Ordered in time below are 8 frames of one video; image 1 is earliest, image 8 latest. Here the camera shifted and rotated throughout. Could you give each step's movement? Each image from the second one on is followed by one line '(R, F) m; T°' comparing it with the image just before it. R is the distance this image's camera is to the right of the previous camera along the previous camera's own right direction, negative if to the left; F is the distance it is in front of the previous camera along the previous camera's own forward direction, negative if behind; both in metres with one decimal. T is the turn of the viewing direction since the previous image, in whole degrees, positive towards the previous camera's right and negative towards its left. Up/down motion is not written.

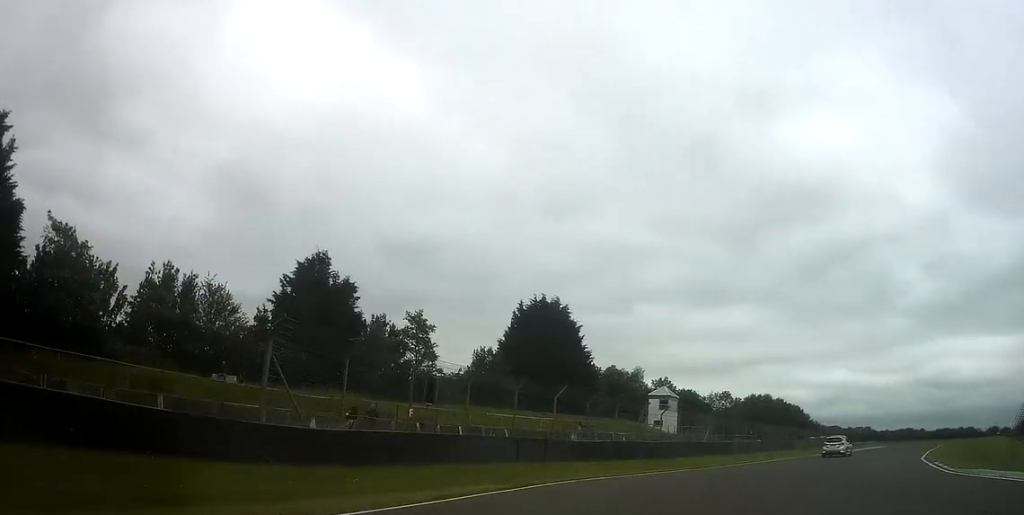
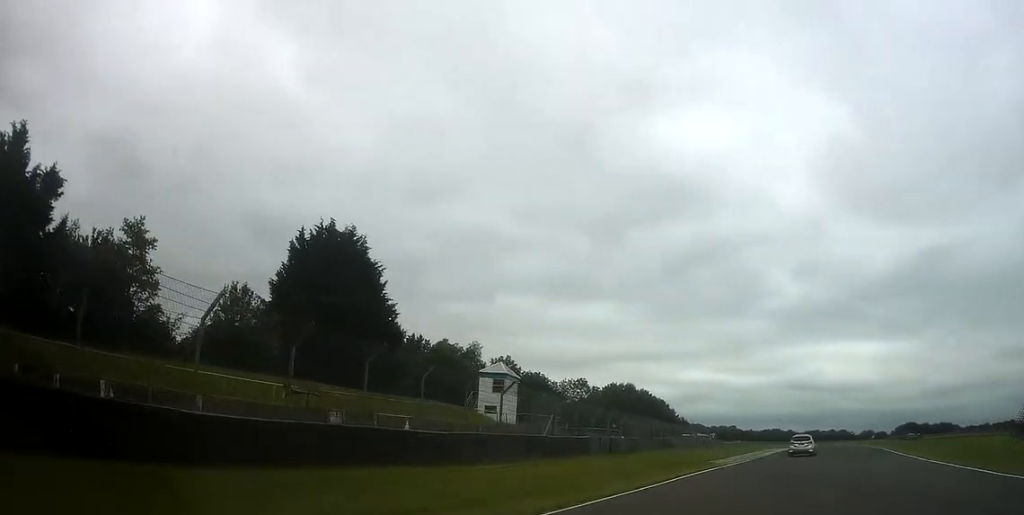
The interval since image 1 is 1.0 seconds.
(+1.7, +24.8) m; +8°
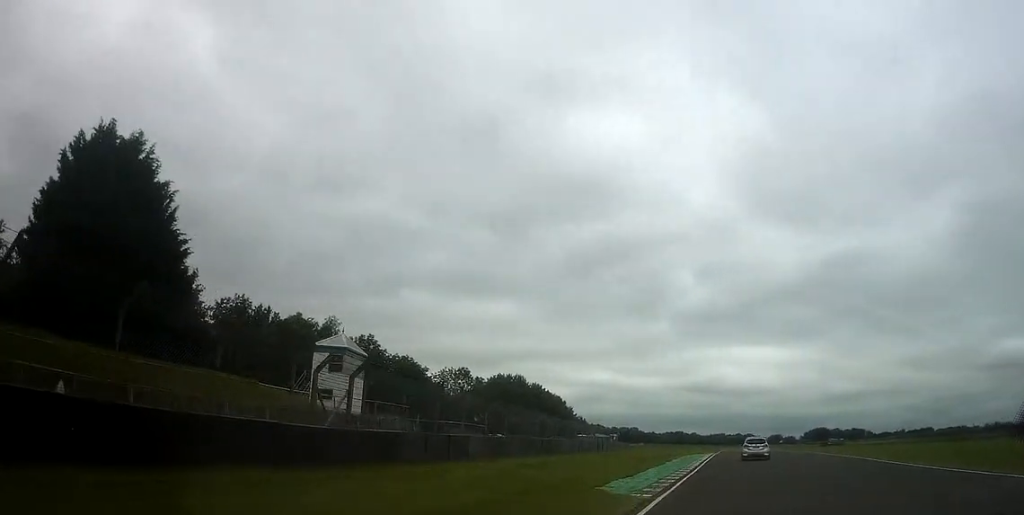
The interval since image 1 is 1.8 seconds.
(+0.7, +19.0) m; +5°
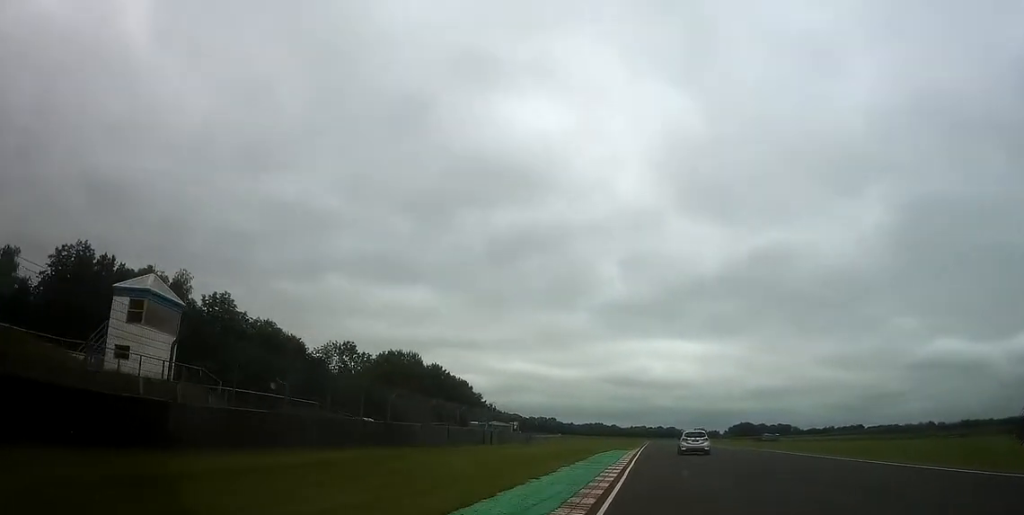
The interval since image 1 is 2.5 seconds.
(+1.1, +17.3) m; +4°
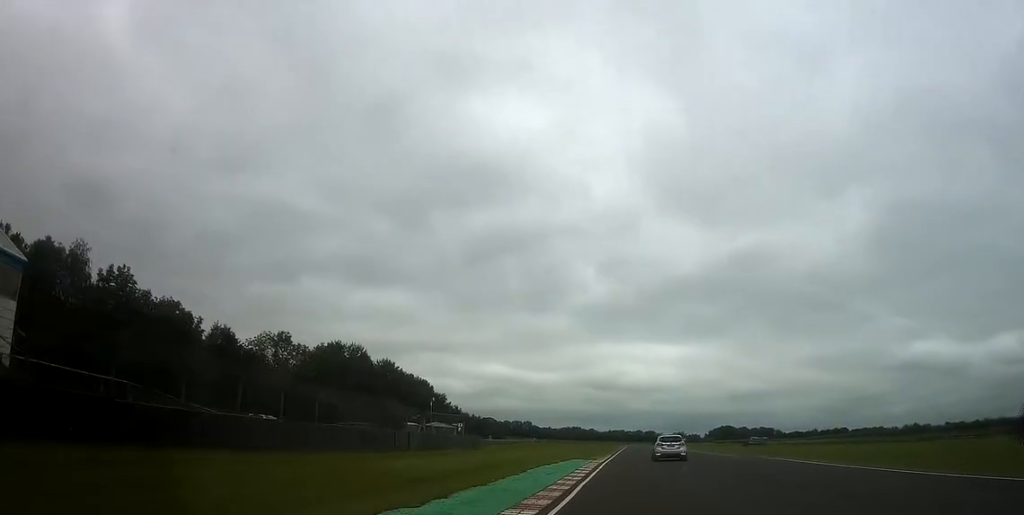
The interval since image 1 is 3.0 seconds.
(+0.3, +12.9) m; +3°
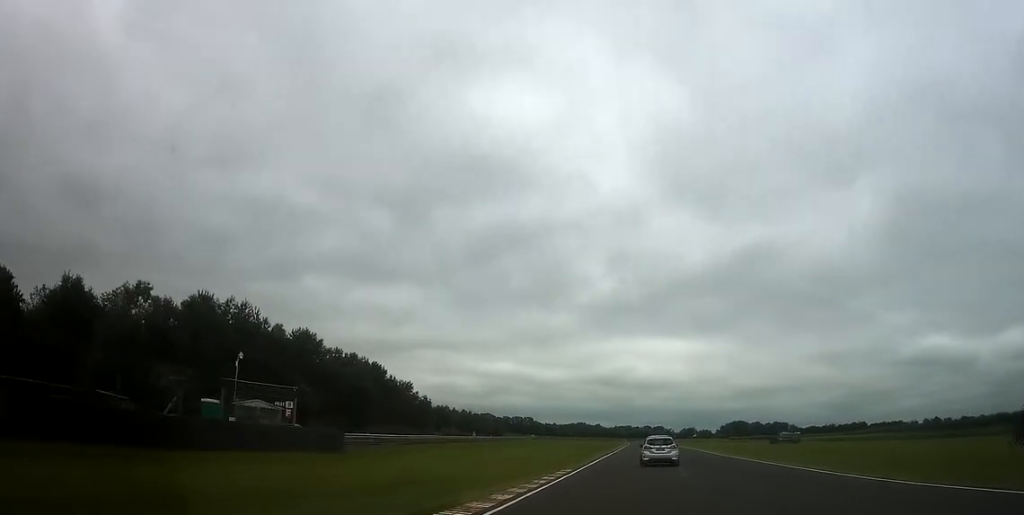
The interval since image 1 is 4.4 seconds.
(+1.5, +29.3) m; +4°
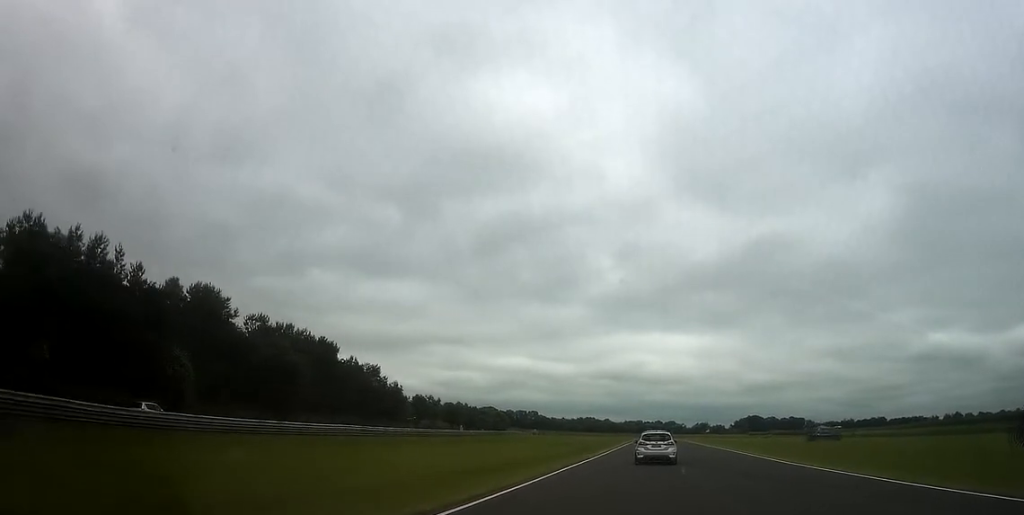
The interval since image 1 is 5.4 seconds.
(-0.1, +22.9) m; -2°
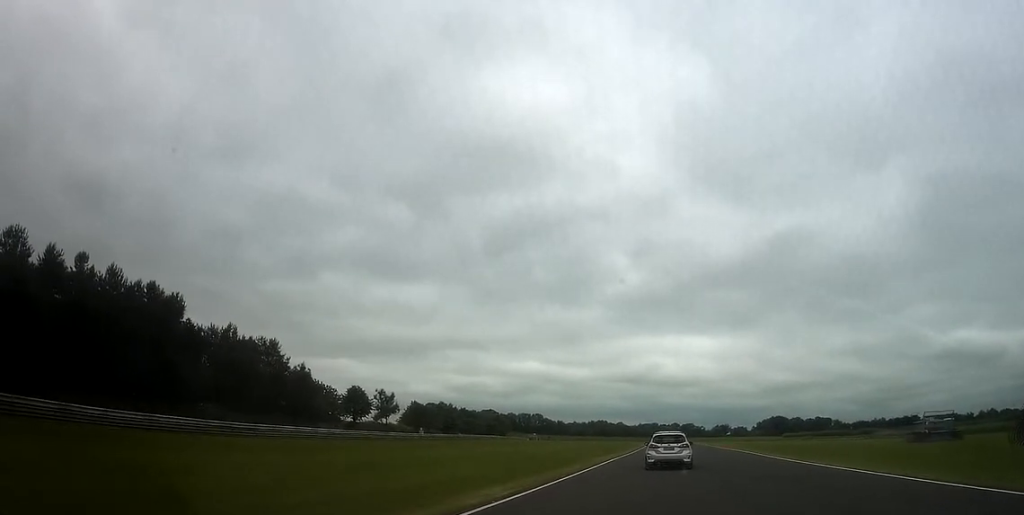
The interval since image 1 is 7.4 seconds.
(-2.9, +39.4) m; -5°
